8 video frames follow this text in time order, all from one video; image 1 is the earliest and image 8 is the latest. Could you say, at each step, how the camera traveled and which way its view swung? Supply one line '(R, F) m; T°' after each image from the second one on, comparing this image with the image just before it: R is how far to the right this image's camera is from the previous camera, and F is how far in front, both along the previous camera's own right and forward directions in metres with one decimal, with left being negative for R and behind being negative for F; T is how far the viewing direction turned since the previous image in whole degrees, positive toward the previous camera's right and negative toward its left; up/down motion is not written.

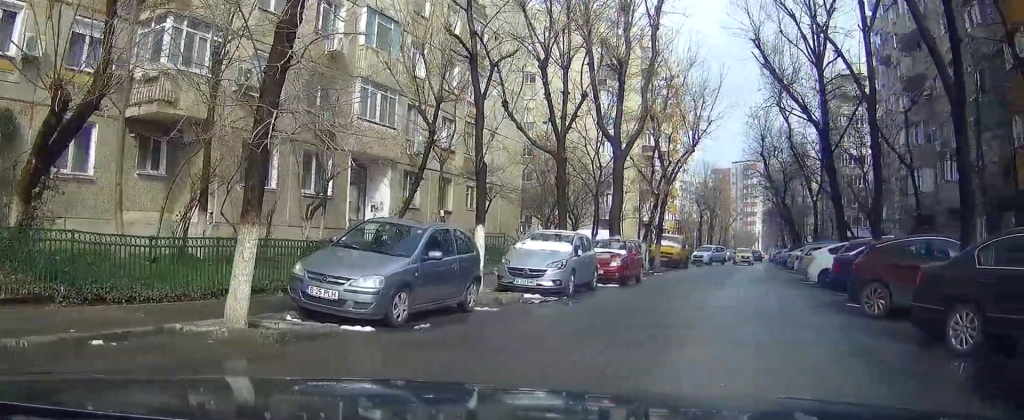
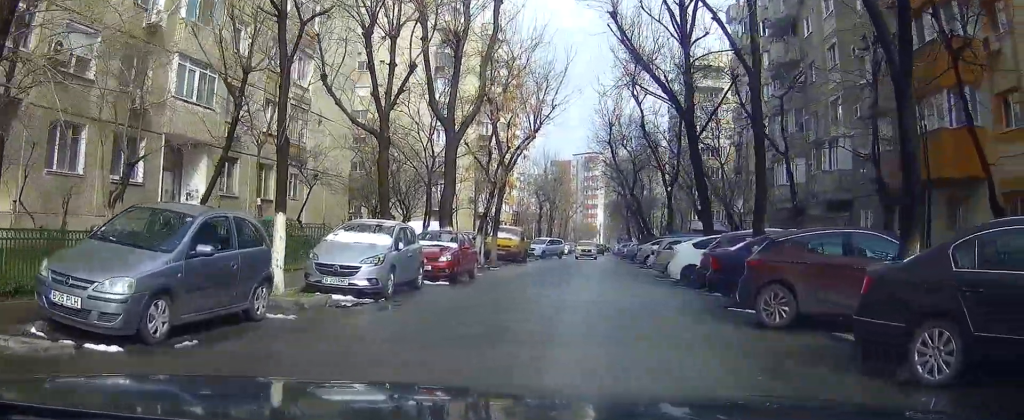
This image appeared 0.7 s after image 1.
(+0.2, +1.4) m; +18°
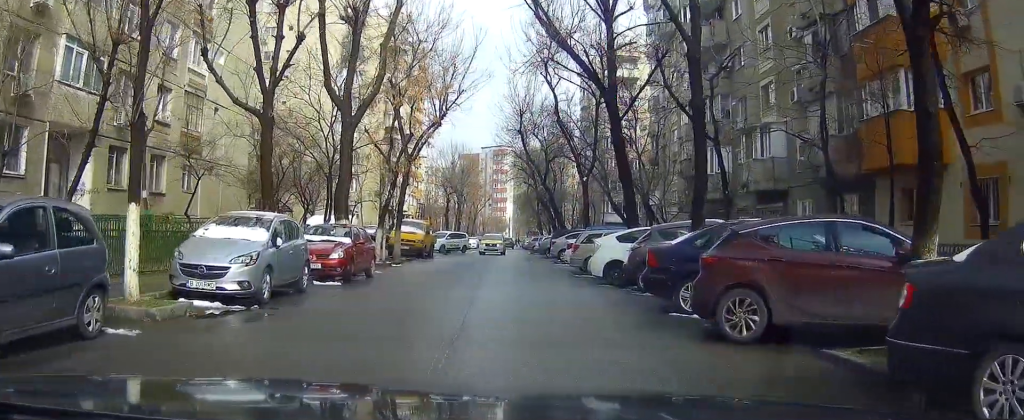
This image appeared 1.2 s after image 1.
(+0.3, +1.4) m; +9°
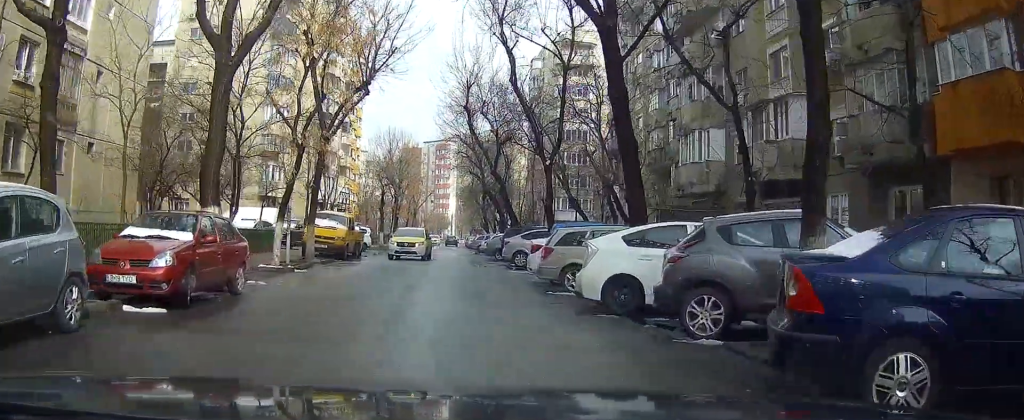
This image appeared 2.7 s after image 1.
(-0.3, +6.3) m; -11°
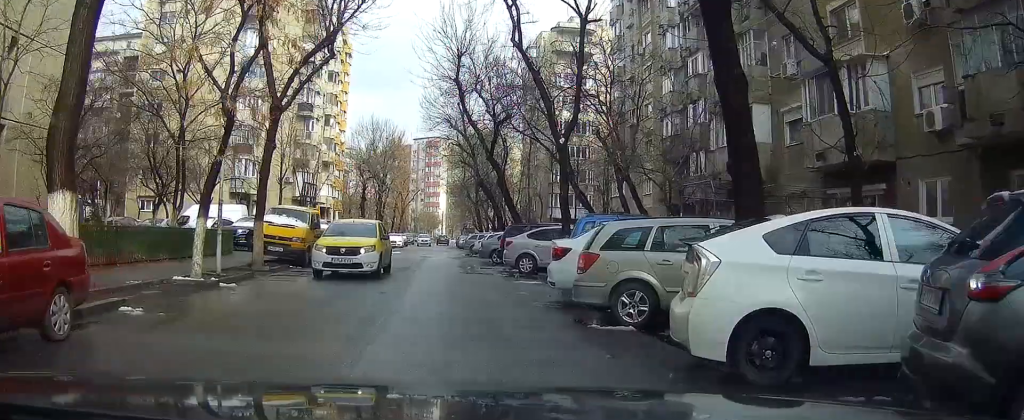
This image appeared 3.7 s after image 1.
(-0.6, +5.5) m; -7°
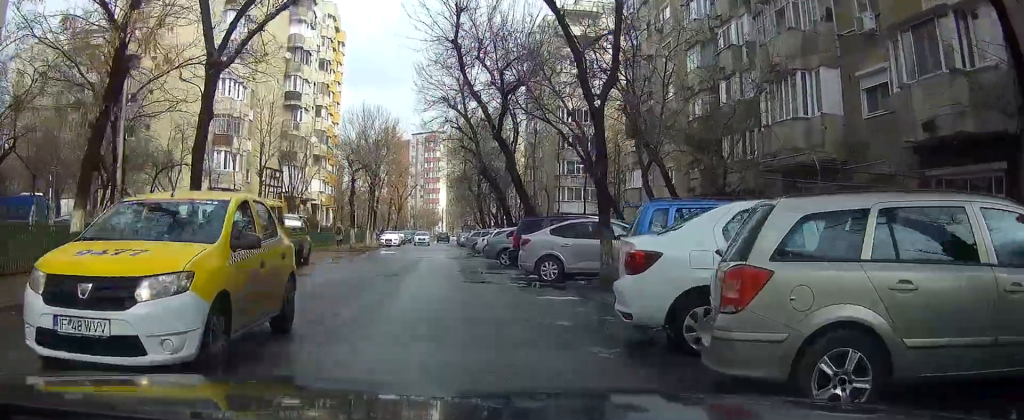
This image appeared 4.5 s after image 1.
(-0.1, +5.2) m; -2°
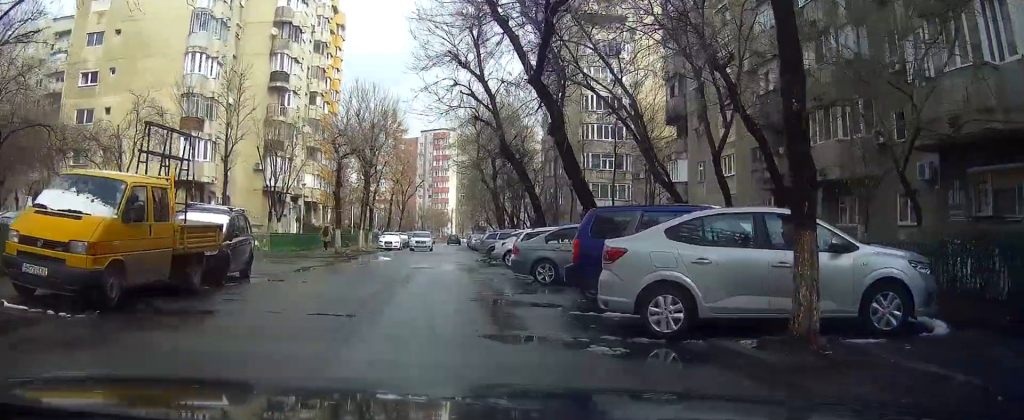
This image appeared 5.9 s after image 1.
(-0.1, +8.6) m; -4°
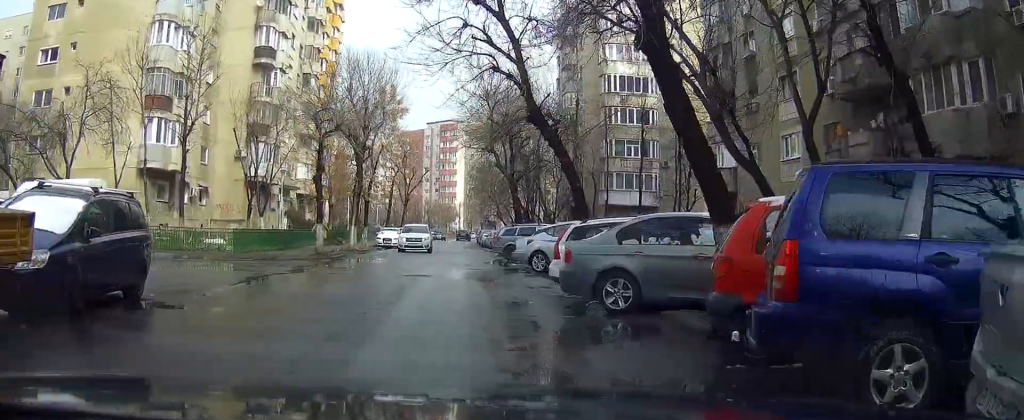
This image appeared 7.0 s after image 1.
(-0.4, +7.0) m; -5°
